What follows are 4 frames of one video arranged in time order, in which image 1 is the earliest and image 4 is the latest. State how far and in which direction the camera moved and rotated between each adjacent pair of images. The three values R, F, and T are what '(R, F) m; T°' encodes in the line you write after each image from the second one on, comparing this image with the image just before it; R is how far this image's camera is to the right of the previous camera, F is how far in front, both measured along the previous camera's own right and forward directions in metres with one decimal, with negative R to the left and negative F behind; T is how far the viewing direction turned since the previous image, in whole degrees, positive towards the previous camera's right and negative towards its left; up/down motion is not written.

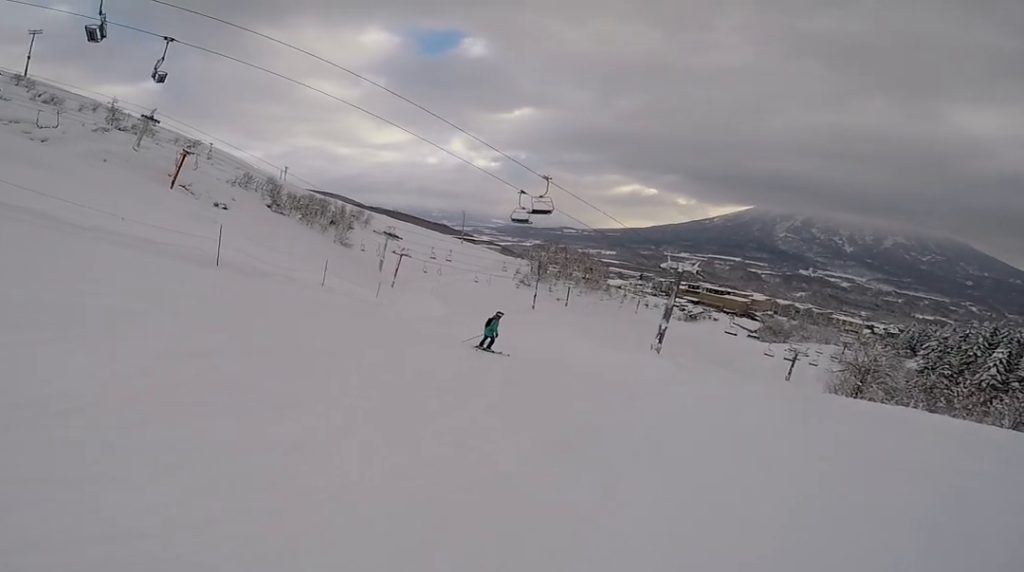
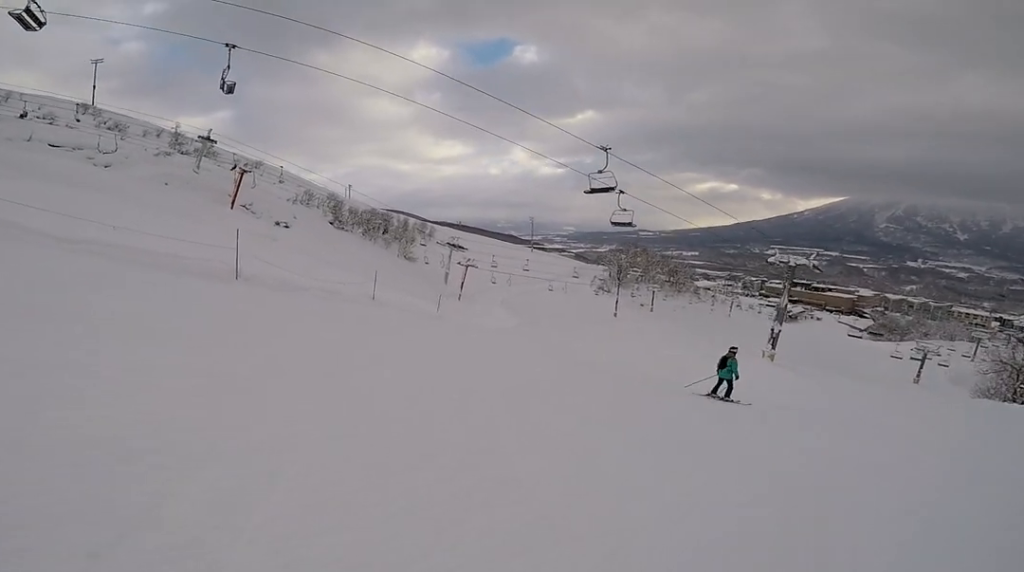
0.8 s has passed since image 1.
(-1.5, +3.5) m; -15°
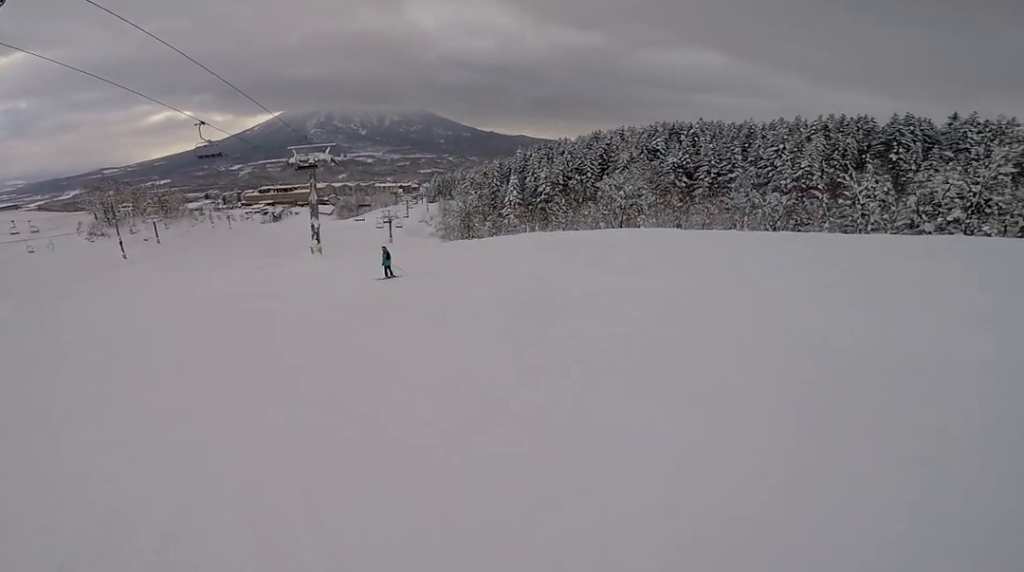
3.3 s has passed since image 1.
(+6.0, +7.3) m; +78°
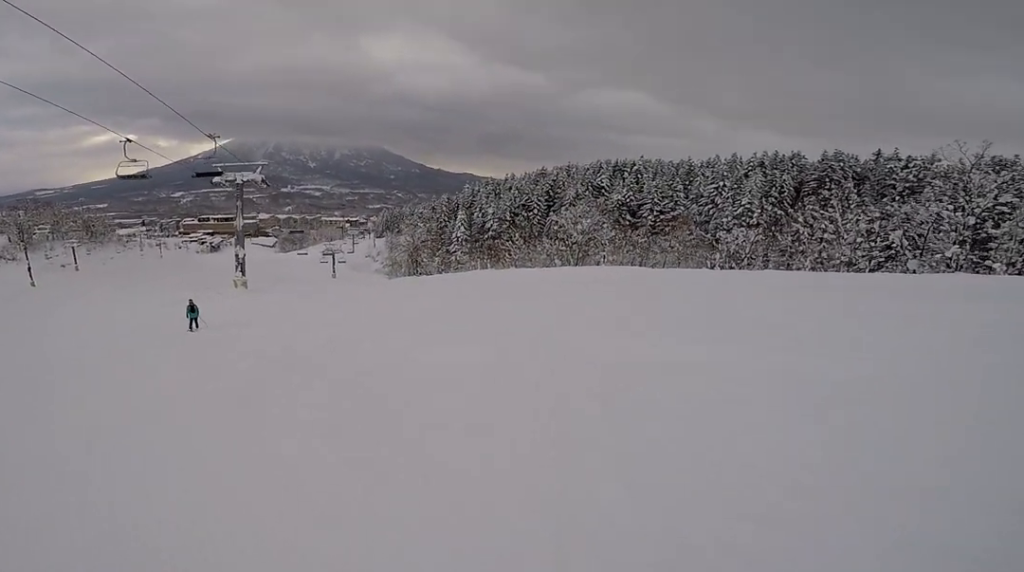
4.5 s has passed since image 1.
(+0.2, +6.2) m; -3°
